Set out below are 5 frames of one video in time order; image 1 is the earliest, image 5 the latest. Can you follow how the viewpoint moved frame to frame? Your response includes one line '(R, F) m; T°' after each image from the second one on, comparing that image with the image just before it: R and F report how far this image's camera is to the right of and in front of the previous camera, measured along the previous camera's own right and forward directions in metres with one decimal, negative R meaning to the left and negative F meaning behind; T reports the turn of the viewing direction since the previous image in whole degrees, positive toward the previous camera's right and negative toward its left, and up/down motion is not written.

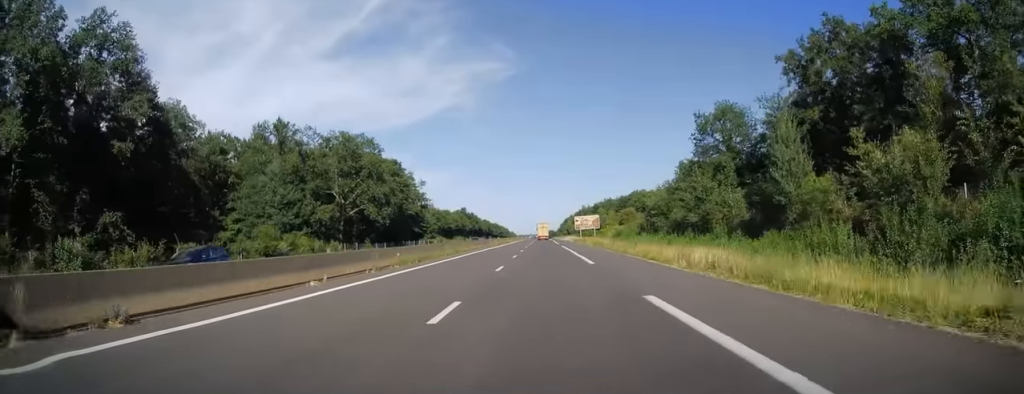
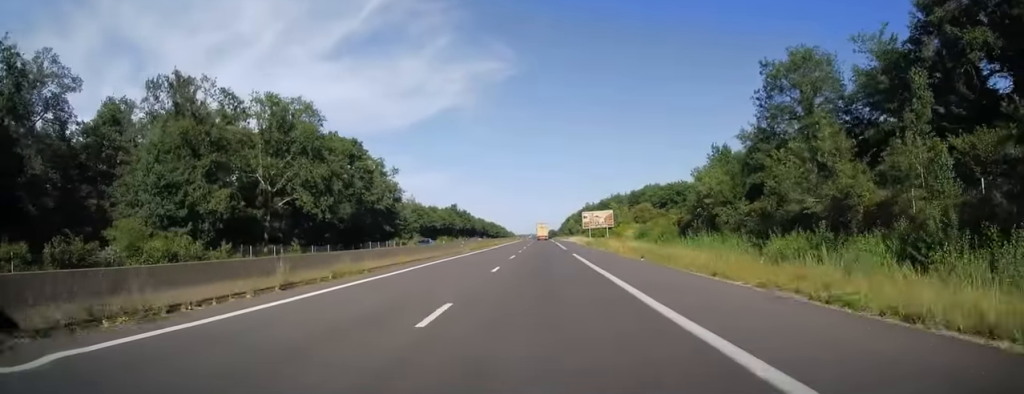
(0.0, +26.5) m; 0°
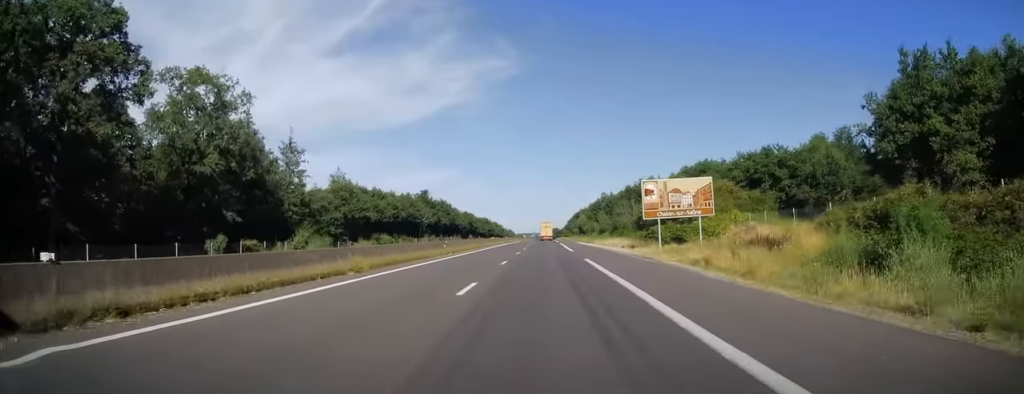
(0.0, +61.3) m; 0°
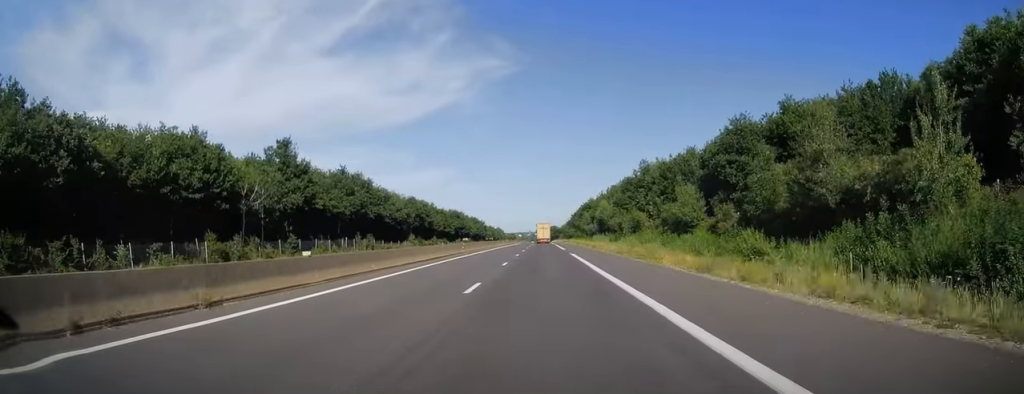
(0.0, +90.3) m; 0°
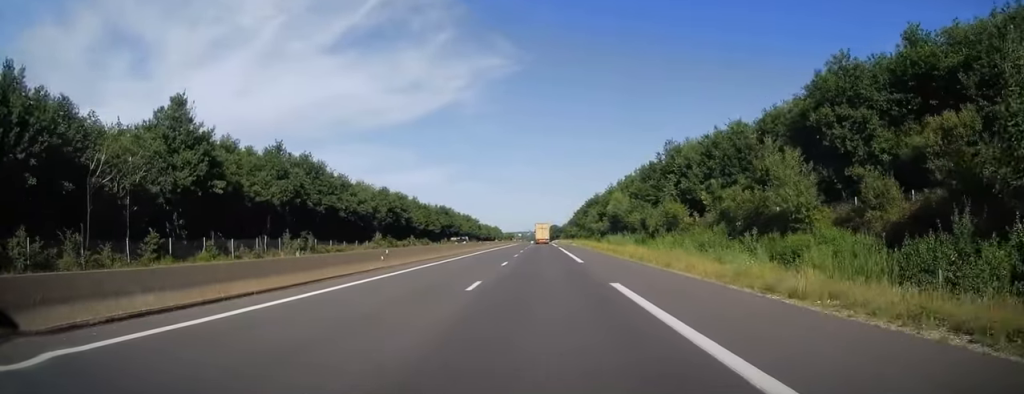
(0.0, +25.1) m; 0°
